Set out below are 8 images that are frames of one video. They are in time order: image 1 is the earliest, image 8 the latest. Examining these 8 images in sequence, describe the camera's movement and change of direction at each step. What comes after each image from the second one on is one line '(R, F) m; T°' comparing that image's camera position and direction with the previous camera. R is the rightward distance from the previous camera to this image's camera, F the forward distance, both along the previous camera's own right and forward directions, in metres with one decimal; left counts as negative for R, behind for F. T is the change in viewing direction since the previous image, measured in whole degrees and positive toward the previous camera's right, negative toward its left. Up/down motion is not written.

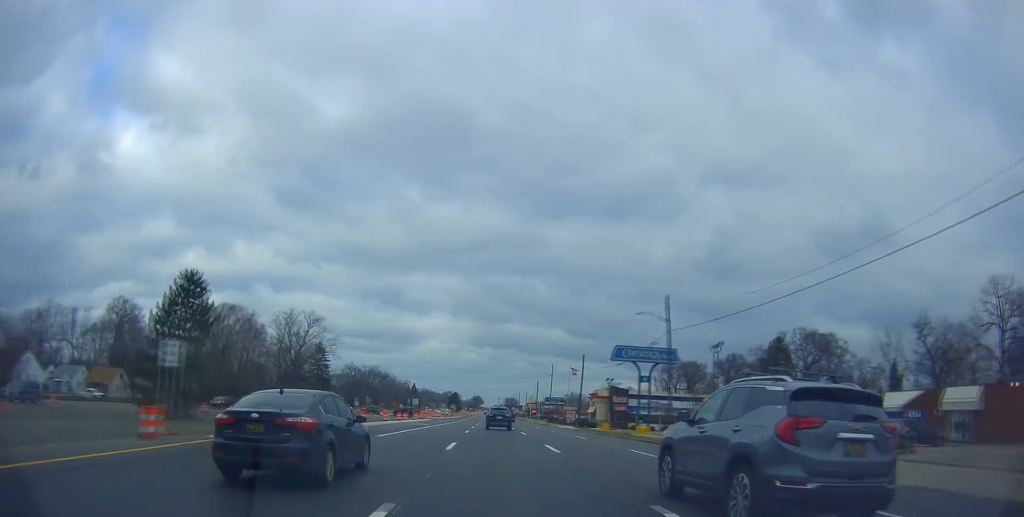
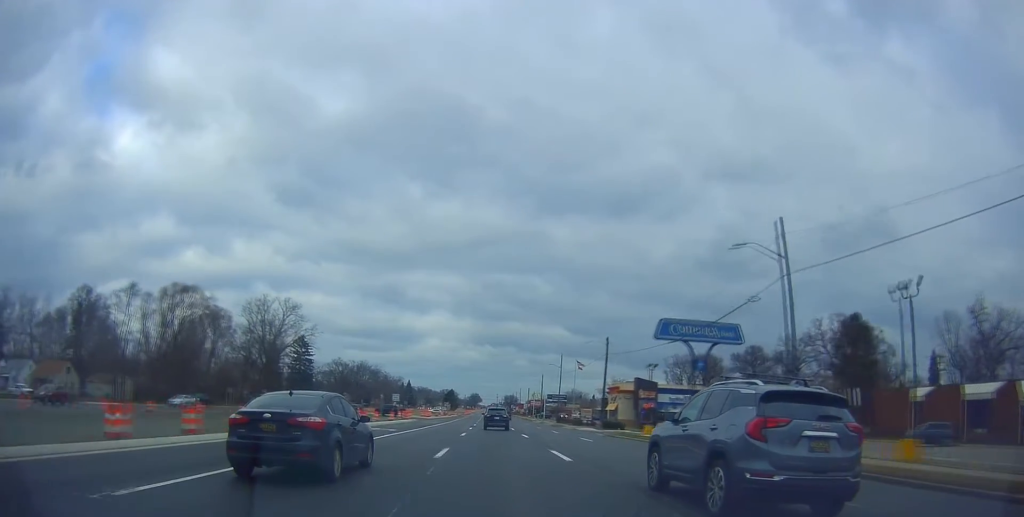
(-0.7, +19.0) m; 0°
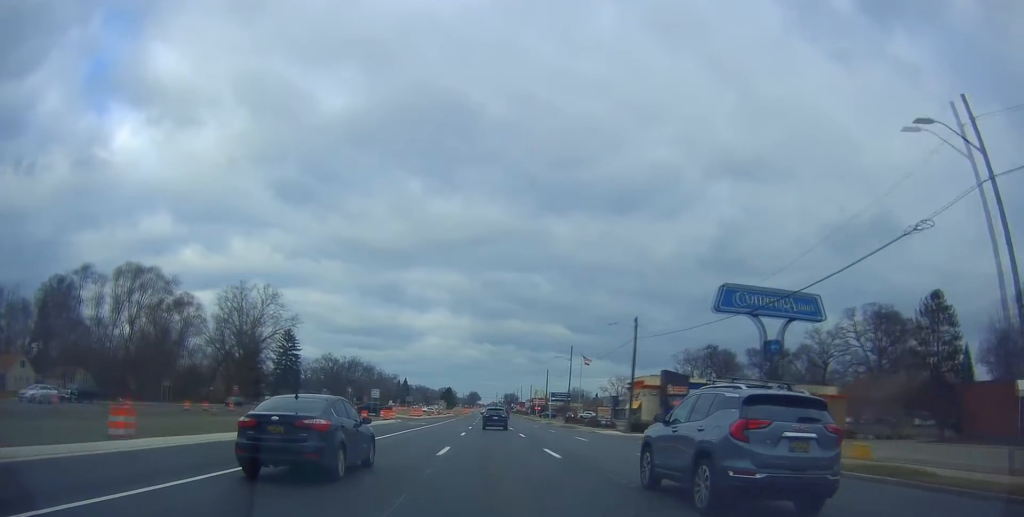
(+0.3, +14.1) m; +1°
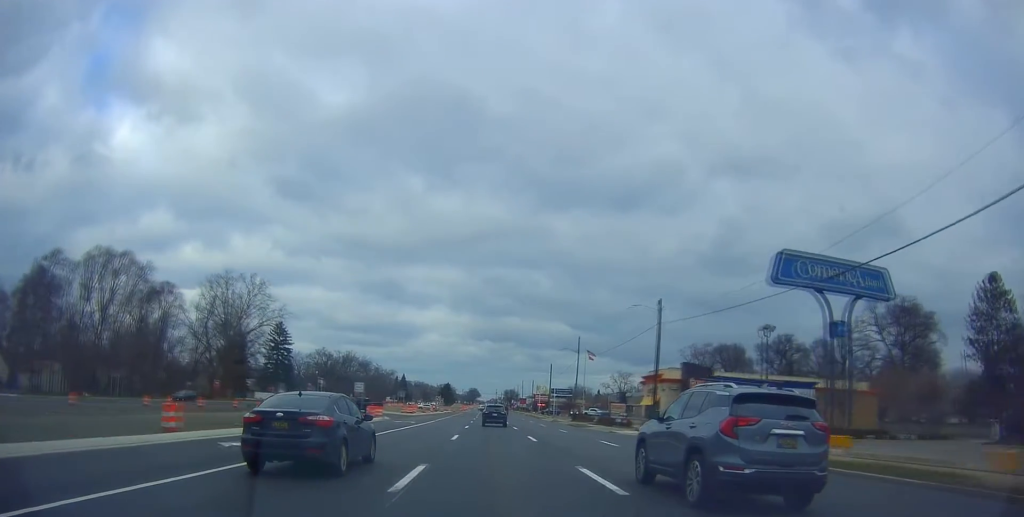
(+0.2, +8.1) m; 0°
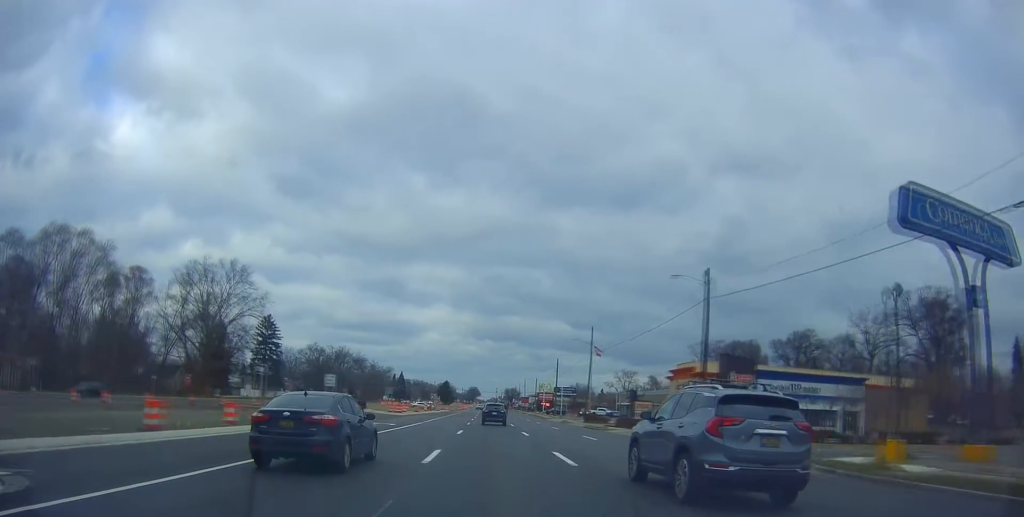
(-0.2, +10.9) m; 0°
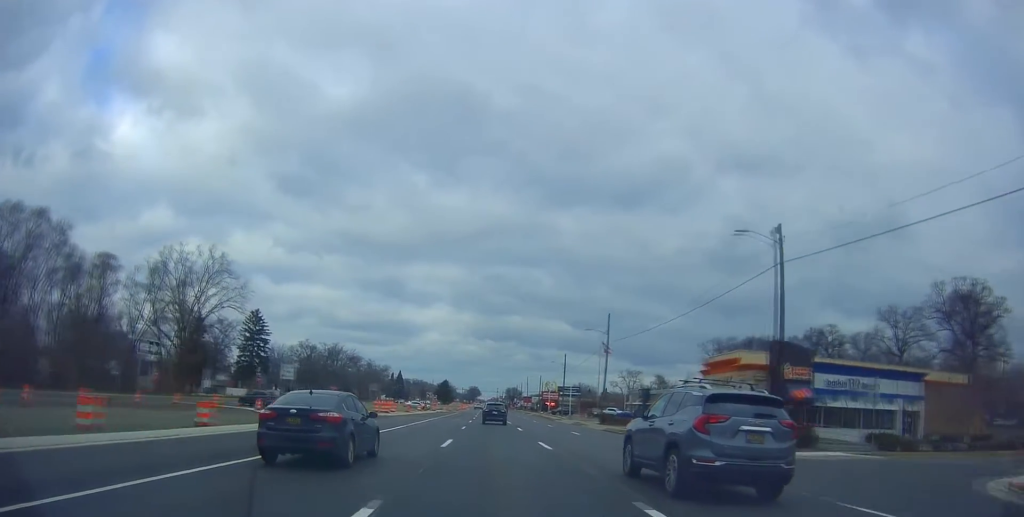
(-0.2, +10.2) m; 0°
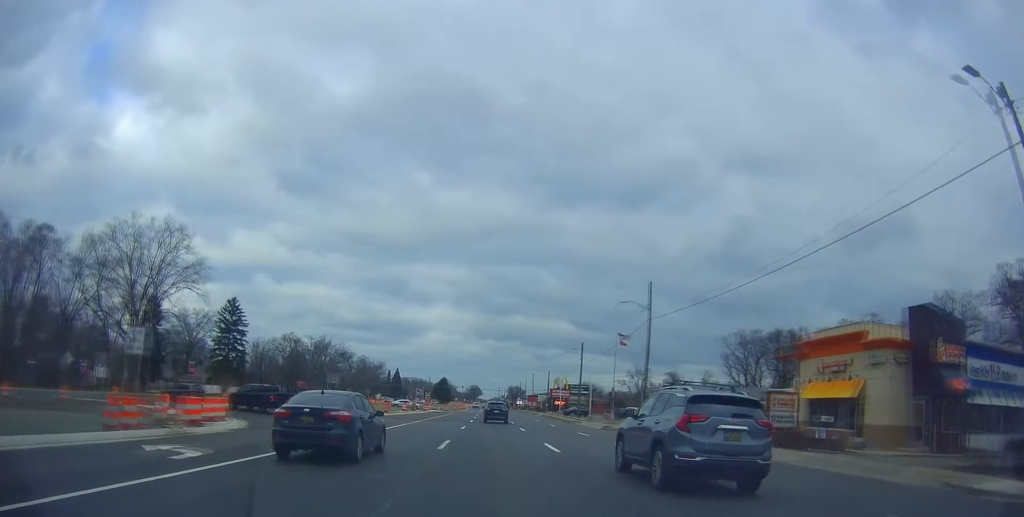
(+0.3, +17.2) m; -1°
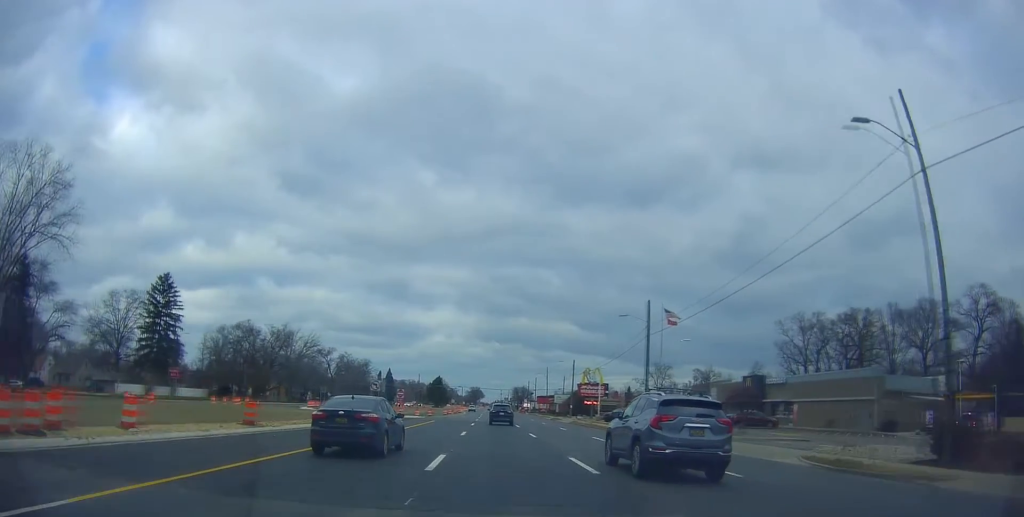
(-0.4, +35.3) m; 0°
